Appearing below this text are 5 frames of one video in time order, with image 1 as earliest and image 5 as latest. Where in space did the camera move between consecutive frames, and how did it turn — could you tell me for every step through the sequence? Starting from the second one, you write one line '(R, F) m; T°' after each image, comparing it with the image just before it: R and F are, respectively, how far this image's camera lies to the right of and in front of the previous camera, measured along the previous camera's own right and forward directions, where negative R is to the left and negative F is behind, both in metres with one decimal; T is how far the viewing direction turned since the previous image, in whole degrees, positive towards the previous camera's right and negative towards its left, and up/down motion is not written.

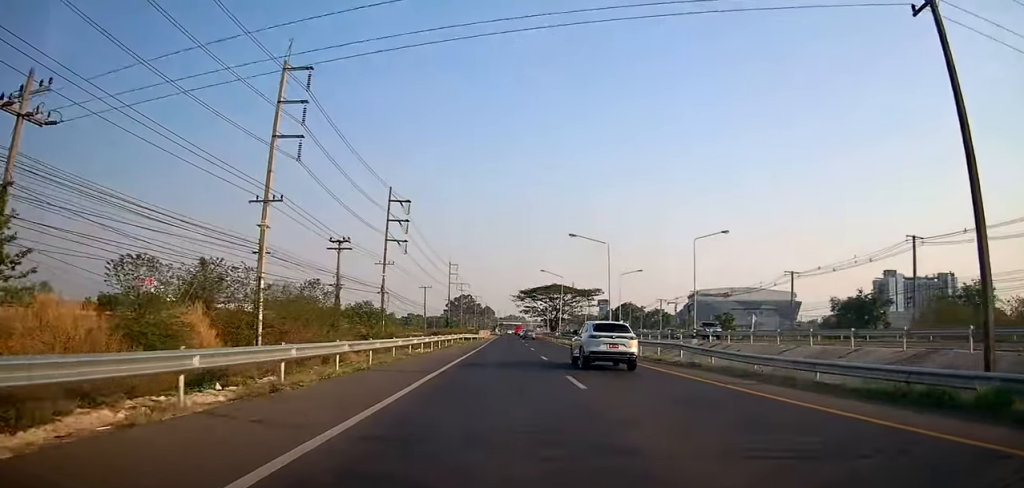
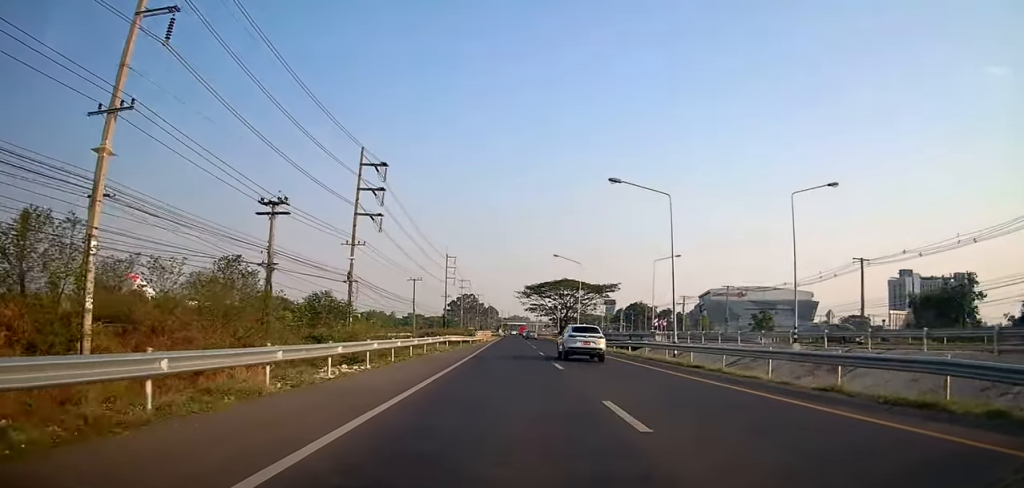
(+0.7, +17.1) m; +3°
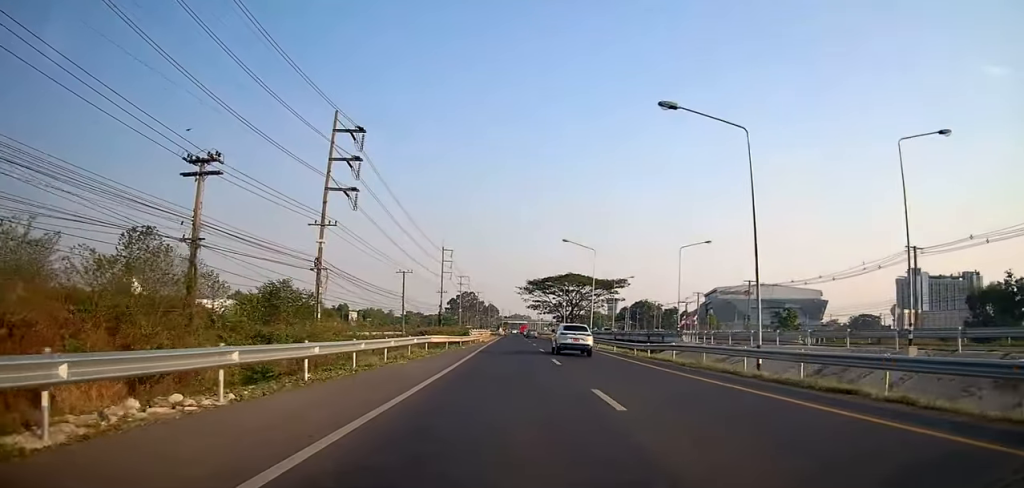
(+0.1, +10.0) m; -1°
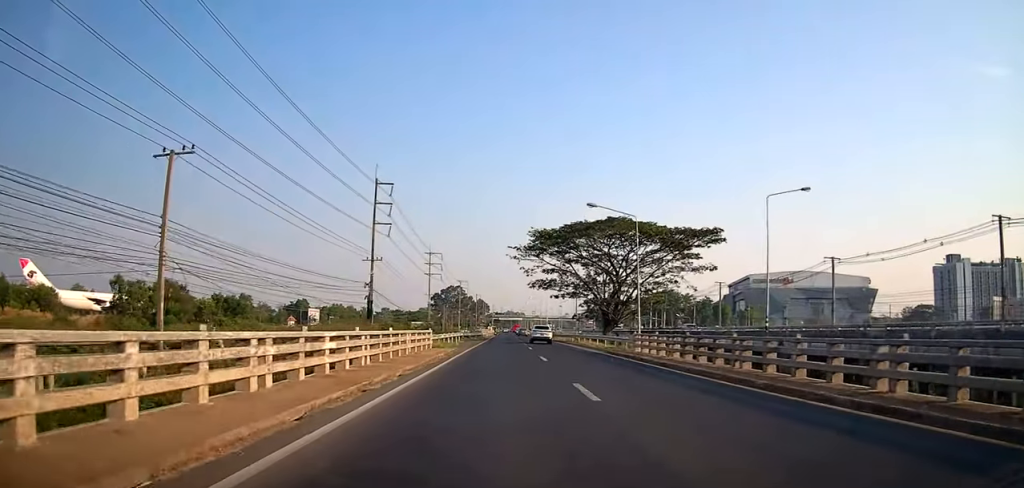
(-0.2, +59.0) m; +2°
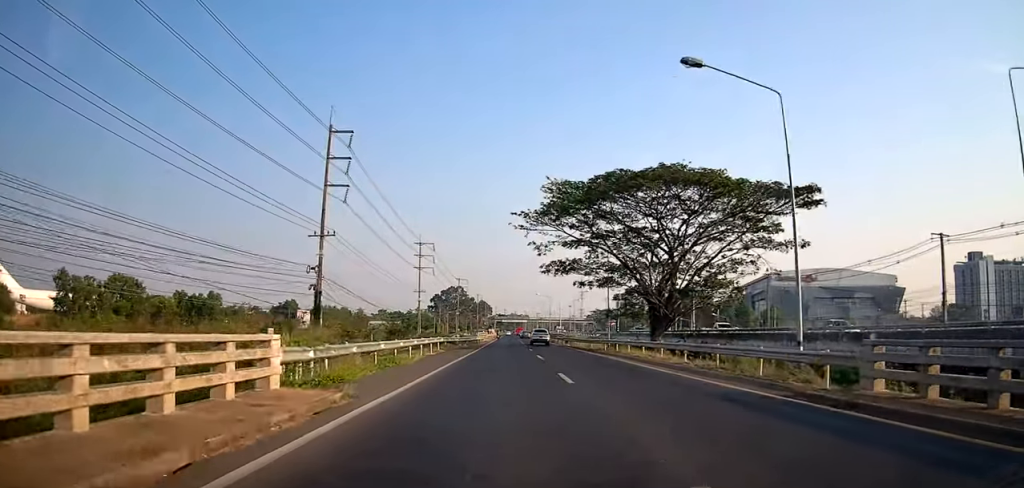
(0.0, +20.3) m; -3°
